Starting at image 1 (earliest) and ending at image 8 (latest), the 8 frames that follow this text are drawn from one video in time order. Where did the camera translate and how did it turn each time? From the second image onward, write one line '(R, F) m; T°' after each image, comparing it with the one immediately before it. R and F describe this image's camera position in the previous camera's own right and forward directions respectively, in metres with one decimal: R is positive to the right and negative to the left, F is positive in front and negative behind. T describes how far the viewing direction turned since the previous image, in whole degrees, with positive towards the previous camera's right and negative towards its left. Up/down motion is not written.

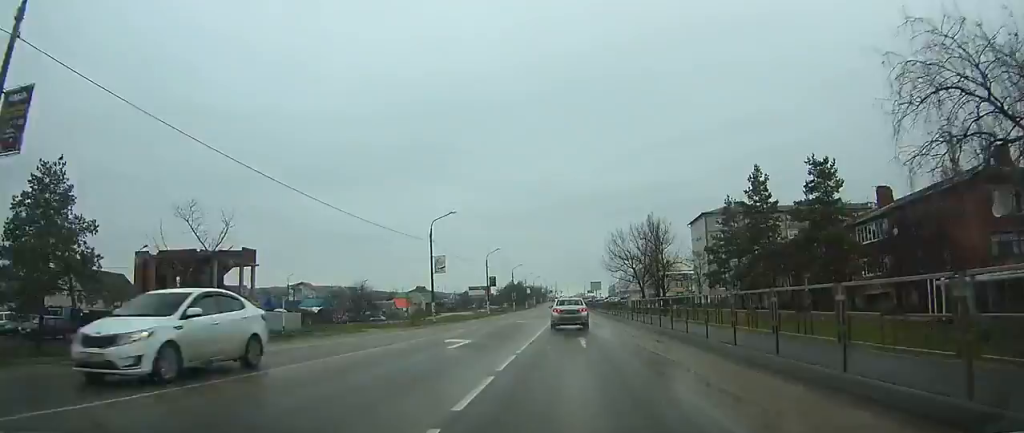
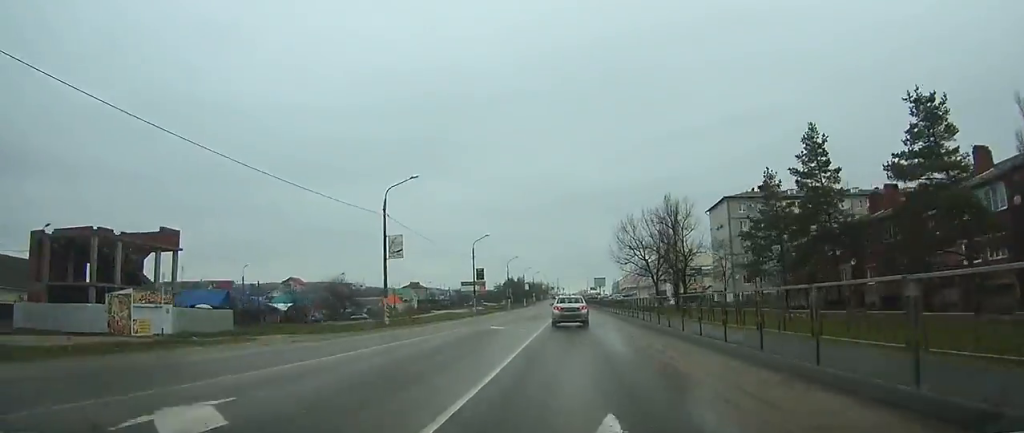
(0.0, +14.5) m; 0°
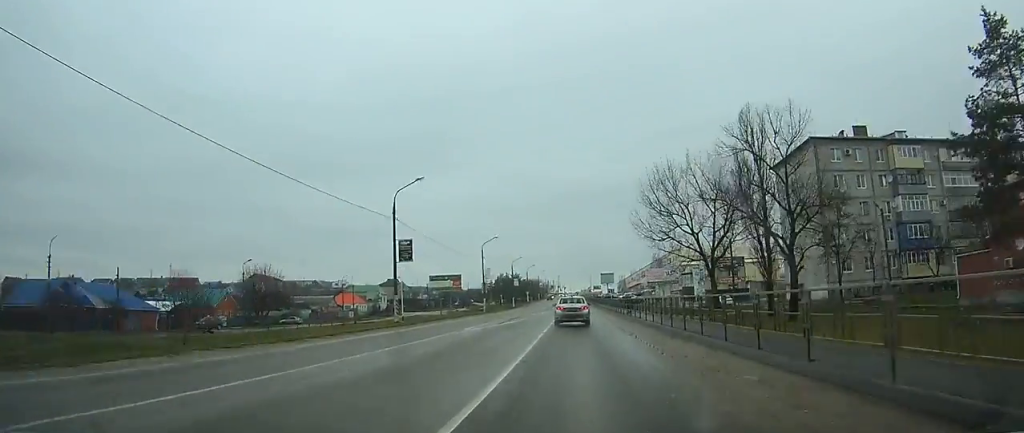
(0.0, +35.1) m; 0°
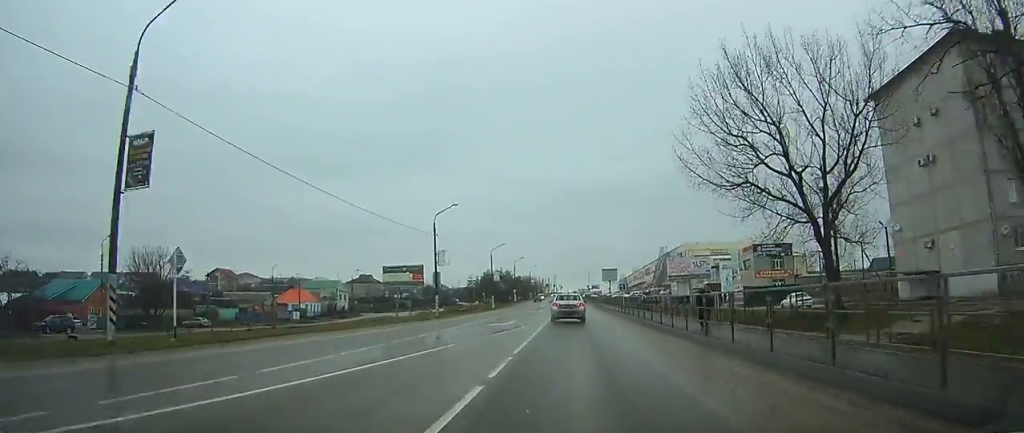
(+0.1, +26.5) m; 0°
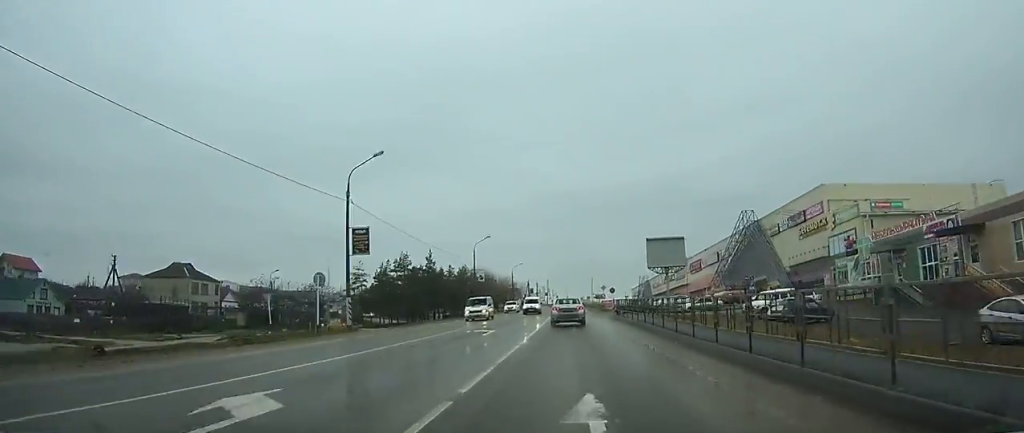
(+0.1, +99.2) m; +1°
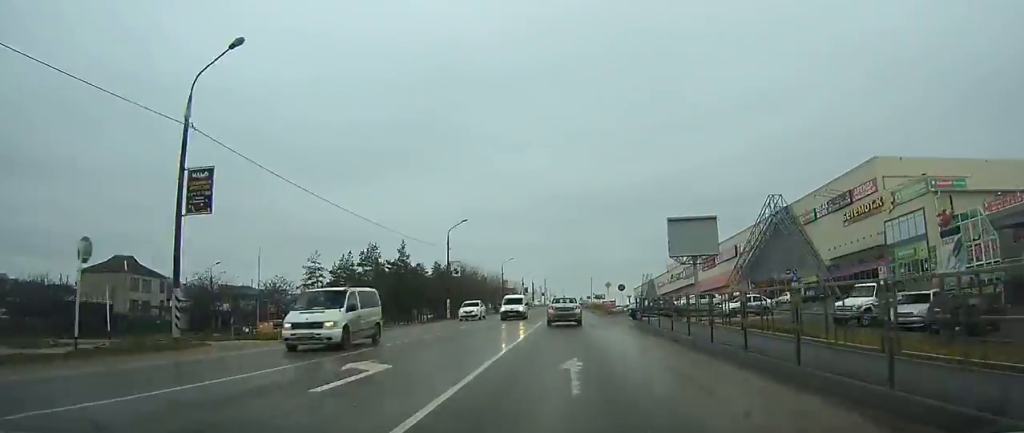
(+0.1, +15.5) m; 0°
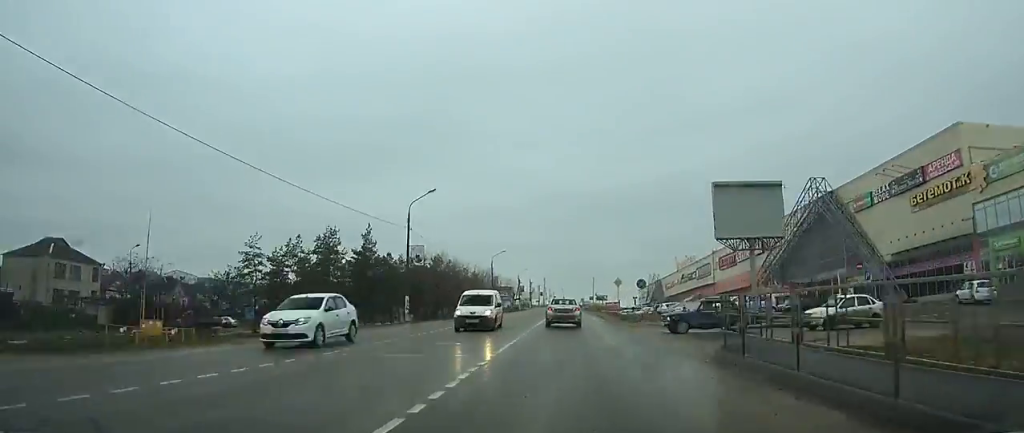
(+0.1, +15.5) m; 0°
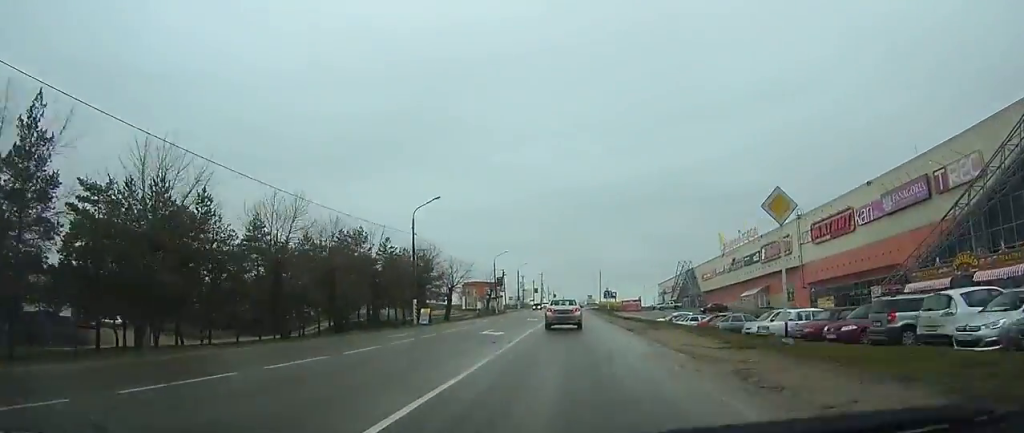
(-0.2, +48.6) m; 0°
